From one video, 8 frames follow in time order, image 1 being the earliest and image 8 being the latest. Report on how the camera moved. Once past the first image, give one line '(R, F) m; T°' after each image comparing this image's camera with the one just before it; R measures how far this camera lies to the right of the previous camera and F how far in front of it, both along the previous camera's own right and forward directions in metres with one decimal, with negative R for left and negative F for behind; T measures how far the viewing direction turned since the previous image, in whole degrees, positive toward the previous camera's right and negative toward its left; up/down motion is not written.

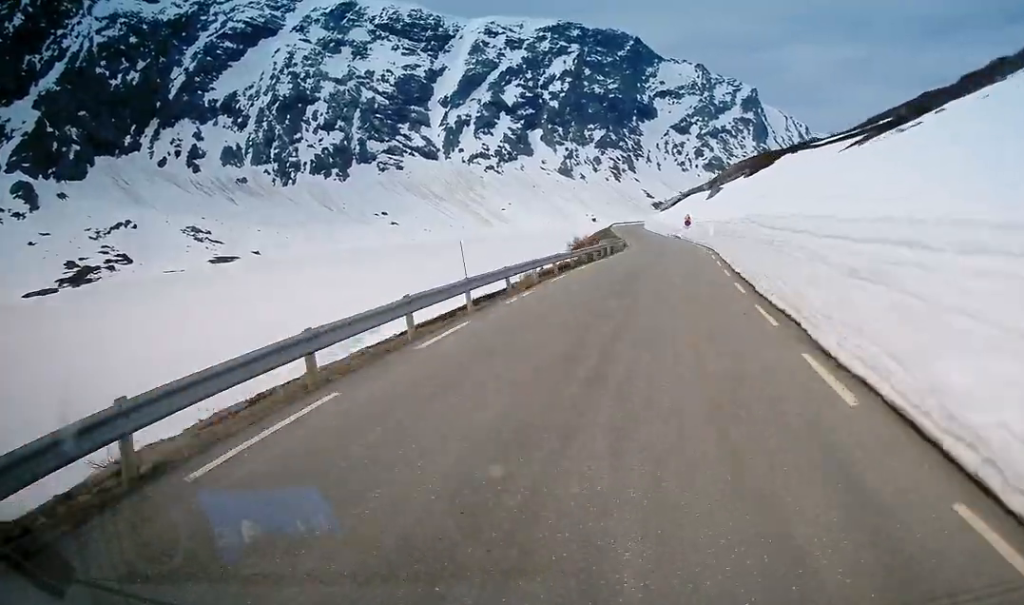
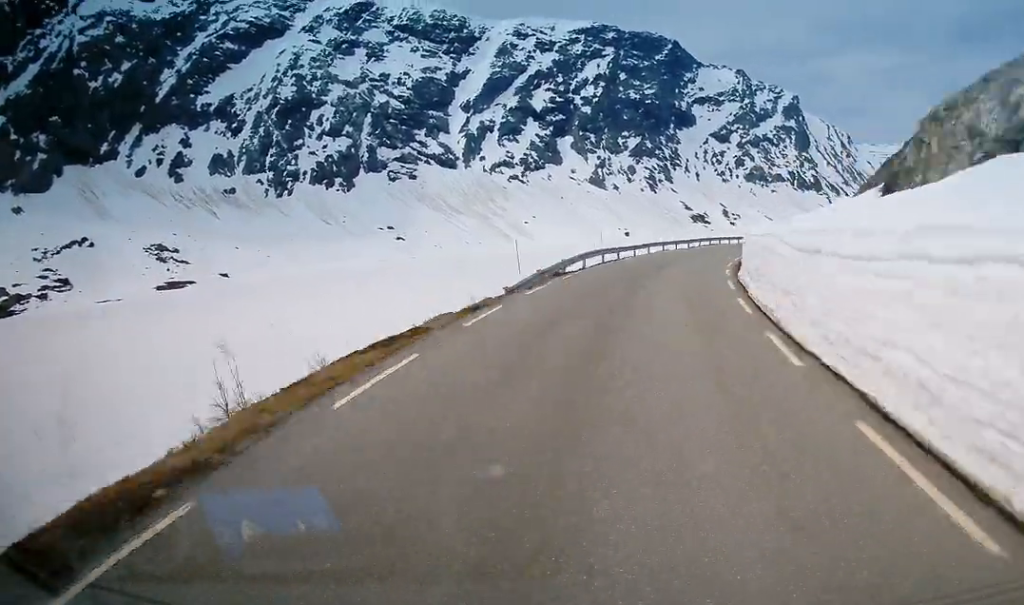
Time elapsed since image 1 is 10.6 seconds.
(+2.6, +123.1) m; +11°
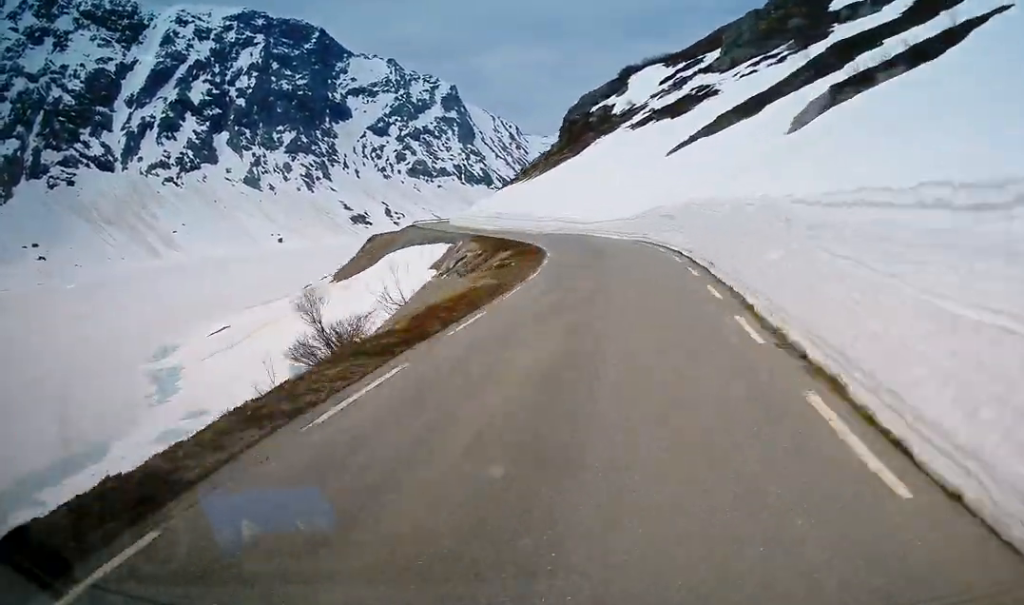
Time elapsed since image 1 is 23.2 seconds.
(+19.8, +143.2) m; +3°
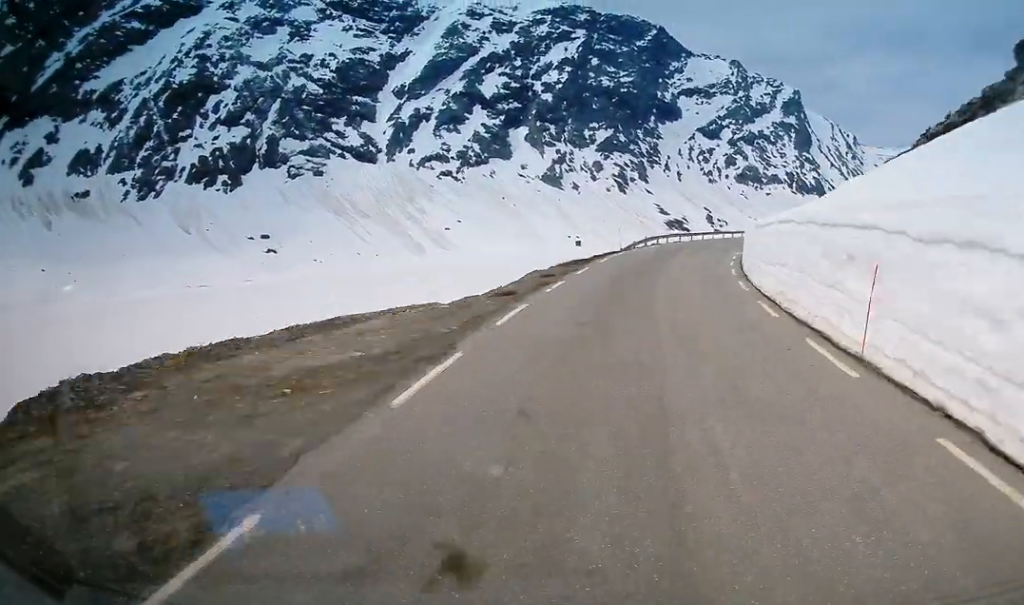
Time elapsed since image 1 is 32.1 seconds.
(-7.9, +98.3) m; -2°
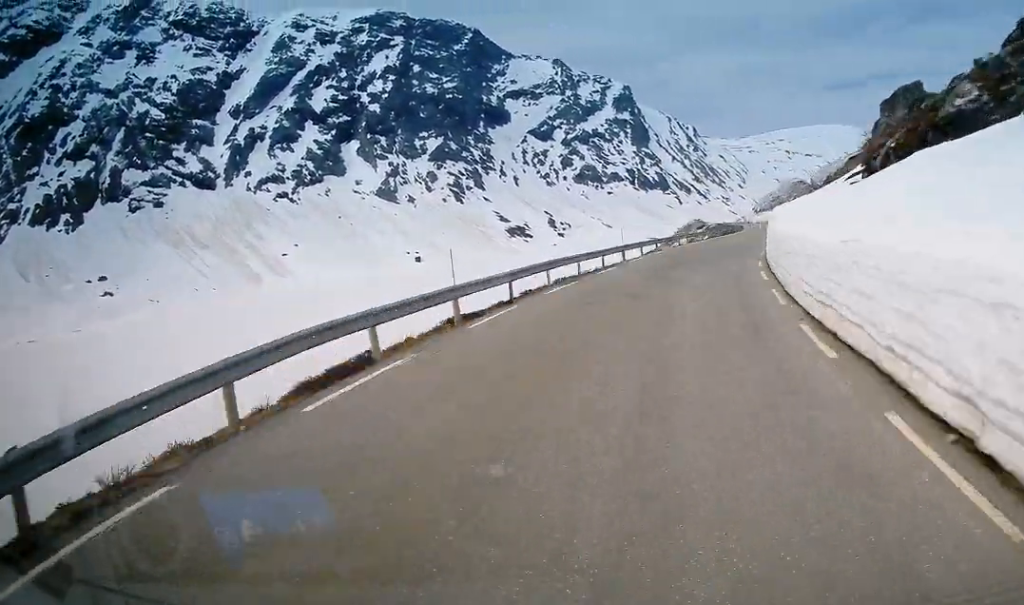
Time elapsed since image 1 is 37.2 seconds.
(-0.4, +53.5) m; +2°
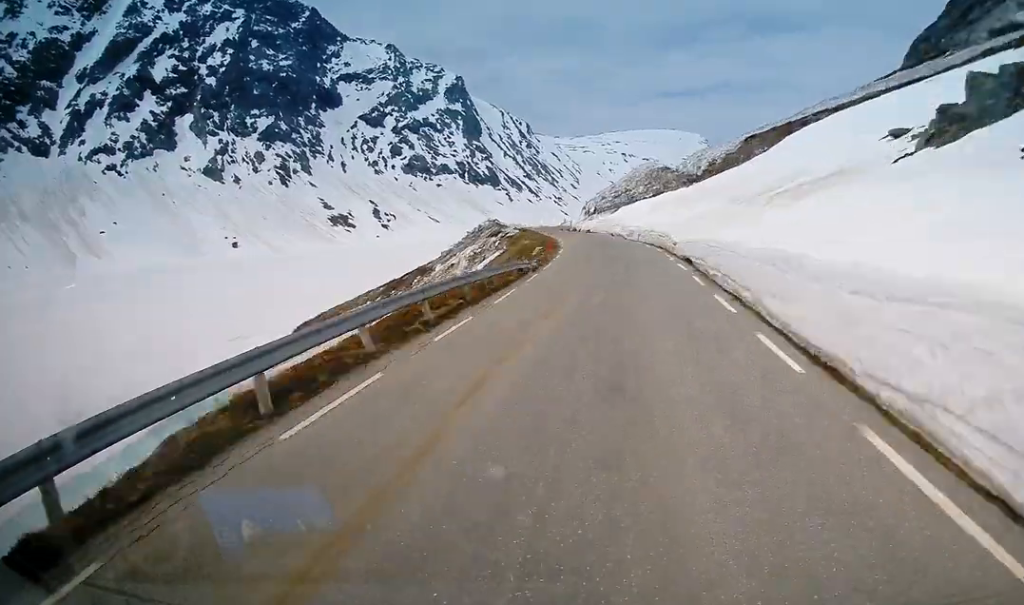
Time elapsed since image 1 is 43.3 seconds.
(+8.0, +64.3) m; +4°
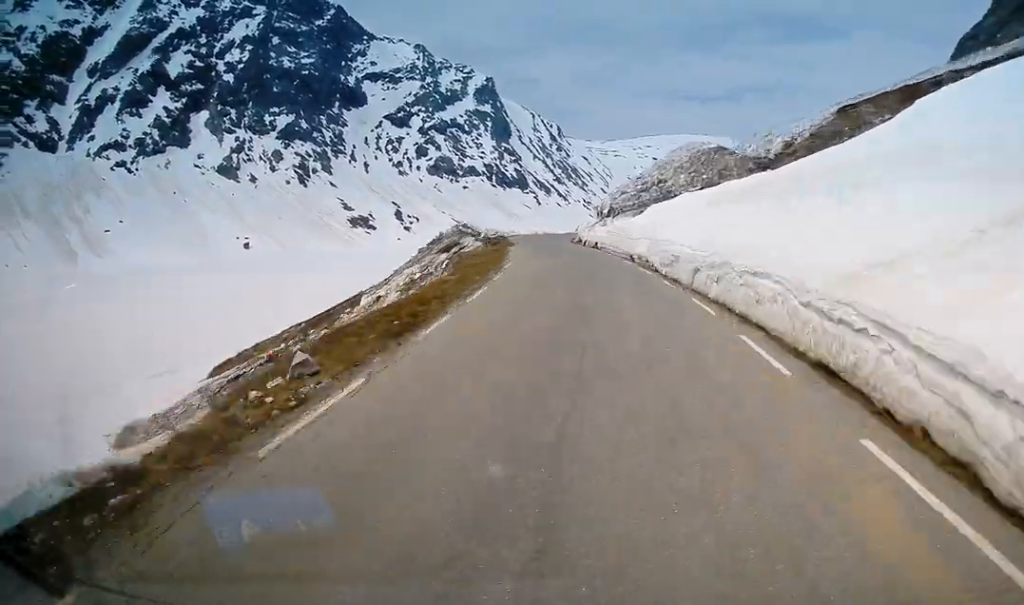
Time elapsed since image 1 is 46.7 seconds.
(-2.0, +34.8) m; +1°
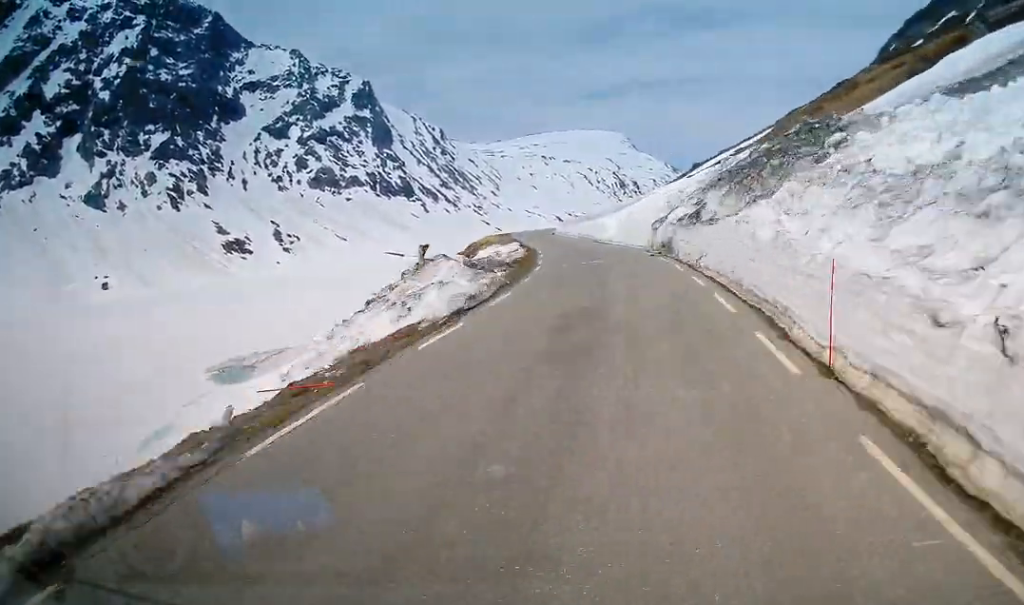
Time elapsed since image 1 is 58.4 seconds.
(+4.5, +122.7) m; +5°
